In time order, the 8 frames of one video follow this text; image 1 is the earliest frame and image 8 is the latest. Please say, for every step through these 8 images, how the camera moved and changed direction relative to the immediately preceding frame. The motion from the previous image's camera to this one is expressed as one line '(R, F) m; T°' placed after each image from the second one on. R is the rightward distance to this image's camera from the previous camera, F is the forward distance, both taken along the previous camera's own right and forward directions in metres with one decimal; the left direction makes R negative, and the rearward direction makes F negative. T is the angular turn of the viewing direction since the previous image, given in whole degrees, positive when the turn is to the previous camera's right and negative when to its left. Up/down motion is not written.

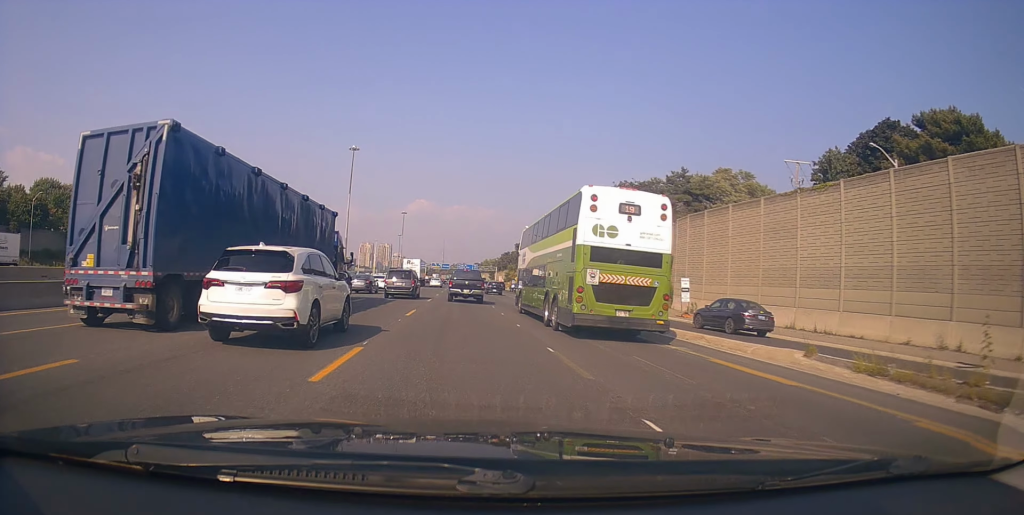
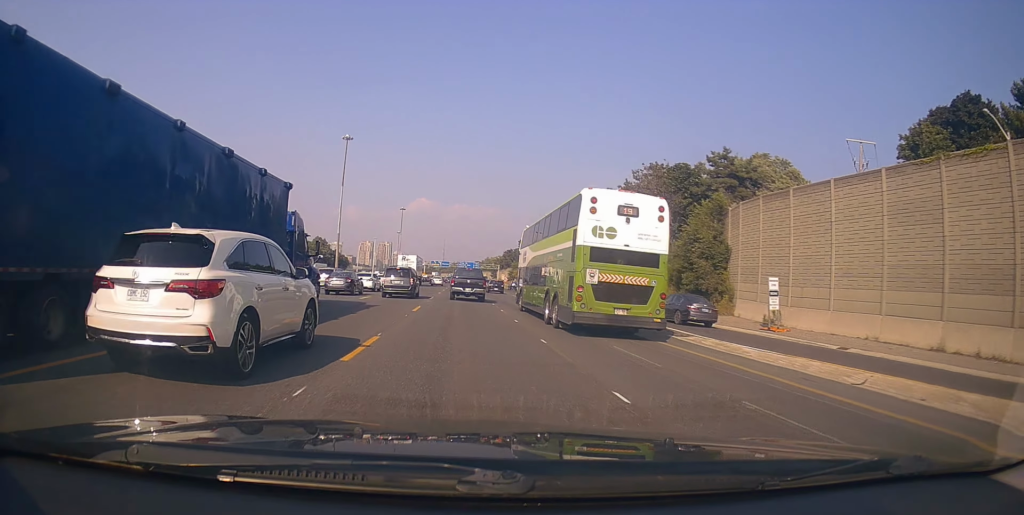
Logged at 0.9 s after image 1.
(-0.1, +10.3) m; -1°
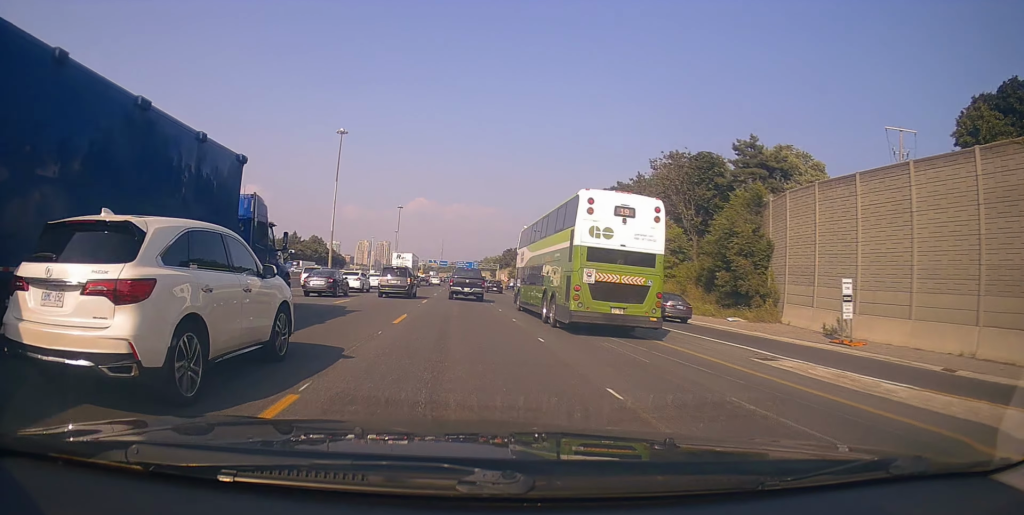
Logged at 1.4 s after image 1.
(+0.3, +5.6) m; -1°
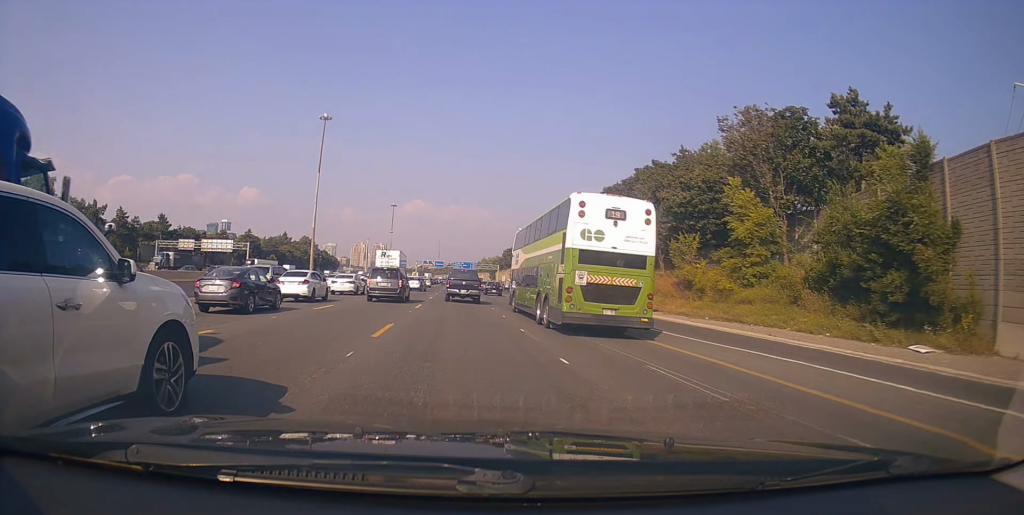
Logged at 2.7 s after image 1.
(-0.4, +15.1) m; +3°
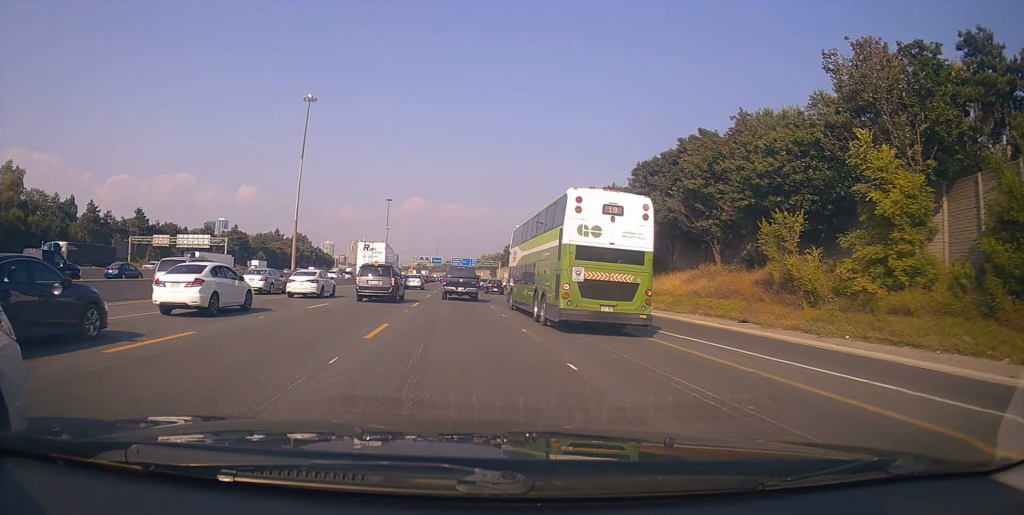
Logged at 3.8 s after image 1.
(+0.8, +13.0) m; +1°
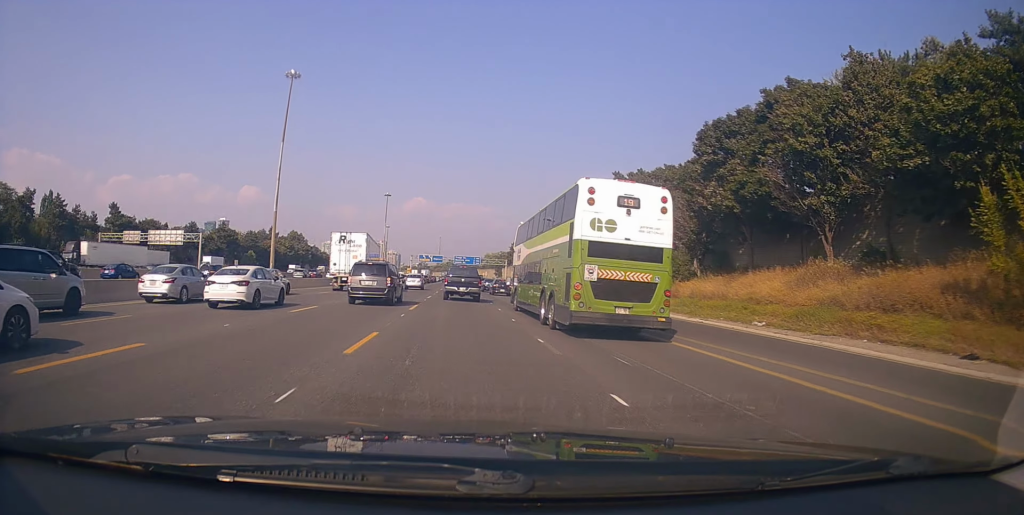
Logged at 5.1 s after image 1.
(-0.2, +15.0) m; +1°
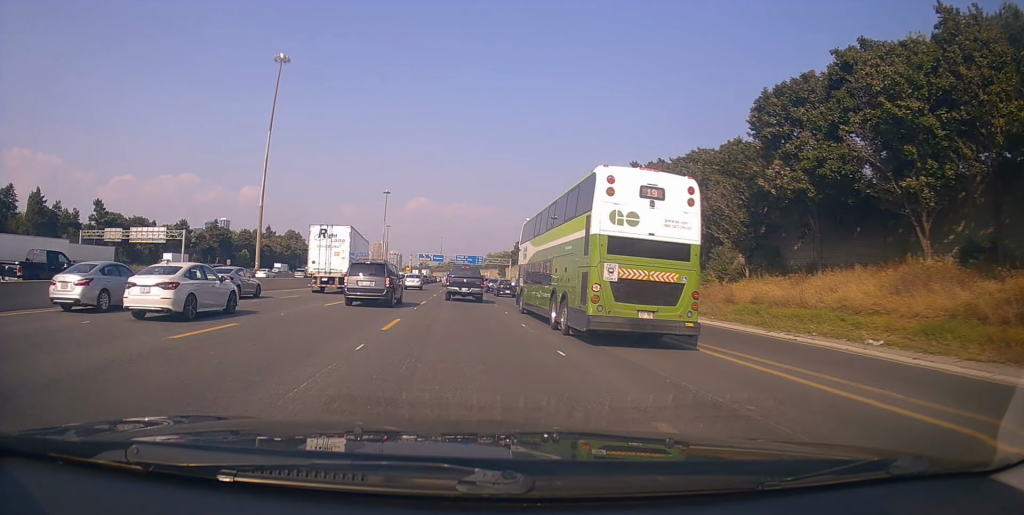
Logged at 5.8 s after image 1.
(+0.3, +8.4) m; 0°
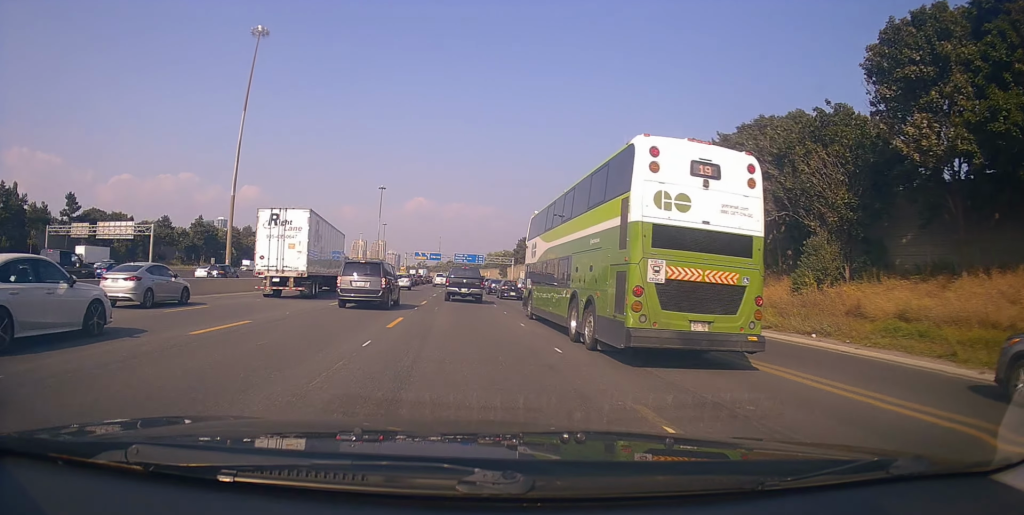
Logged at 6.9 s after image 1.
(-0.6, +12.2) m; -3°
